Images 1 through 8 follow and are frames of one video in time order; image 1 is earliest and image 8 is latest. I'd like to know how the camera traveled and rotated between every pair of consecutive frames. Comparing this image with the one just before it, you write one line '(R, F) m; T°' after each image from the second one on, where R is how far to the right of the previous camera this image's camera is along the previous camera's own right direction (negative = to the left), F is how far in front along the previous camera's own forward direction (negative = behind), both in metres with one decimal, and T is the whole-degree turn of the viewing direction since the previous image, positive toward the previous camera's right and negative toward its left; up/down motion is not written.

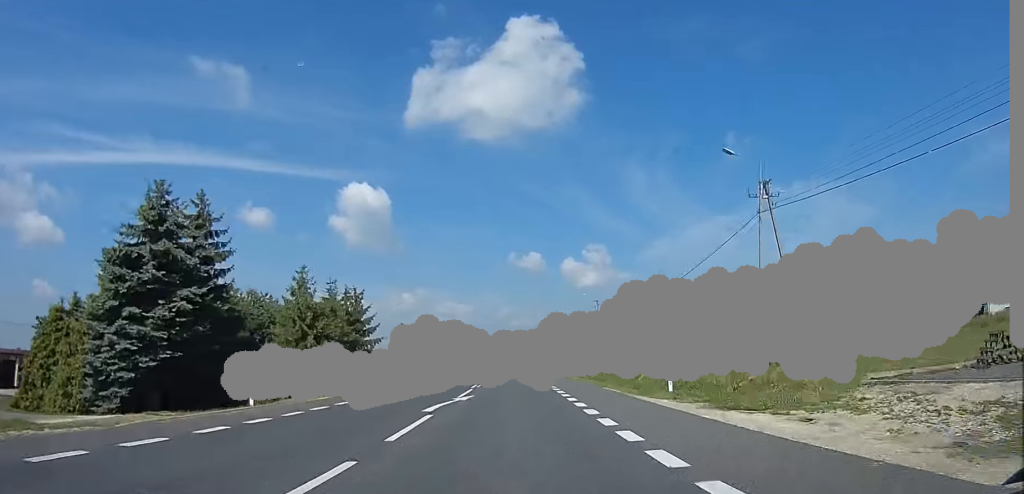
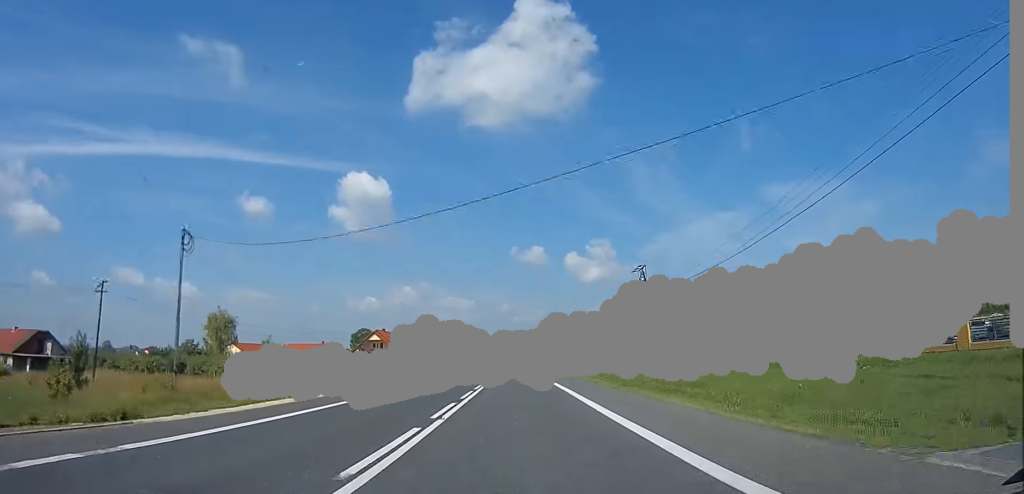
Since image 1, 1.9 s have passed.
(-0.9, +63.8) m; -1°
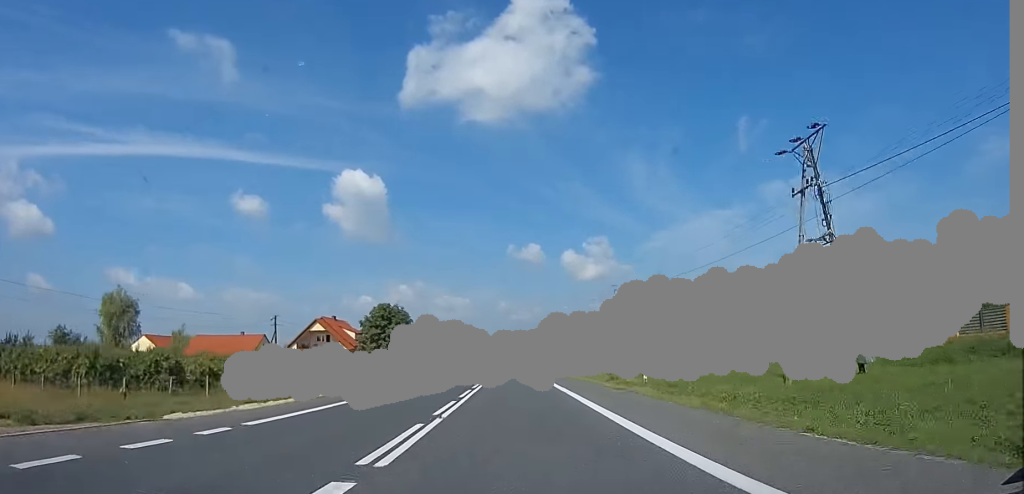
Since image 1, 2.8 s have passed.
(-0.3, +30.1) m; +1°
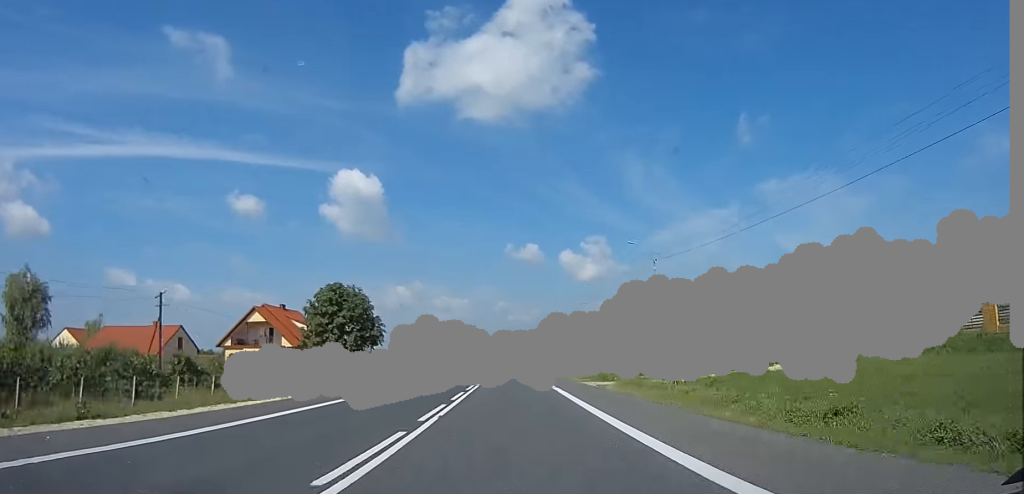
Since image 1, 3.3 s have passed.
(+0.7, +18.9) m; +1°
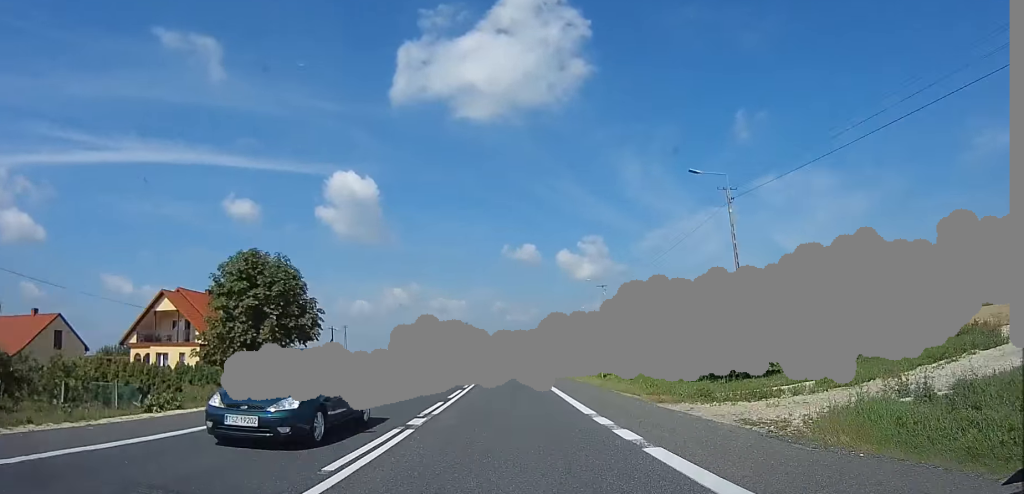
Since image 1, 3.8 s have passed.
(+0.2, +16.7) m; +1°
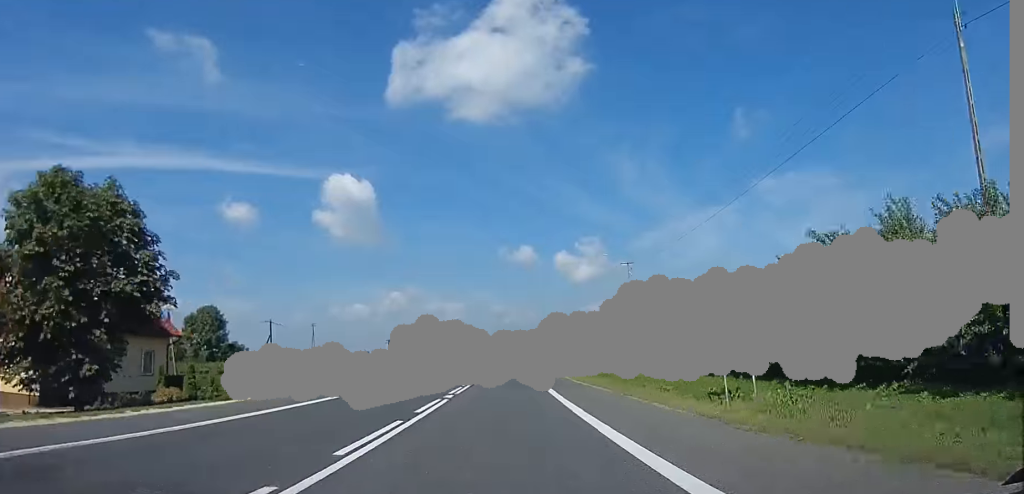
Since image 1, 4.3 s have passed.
(0.0, +16.7) m; 0°
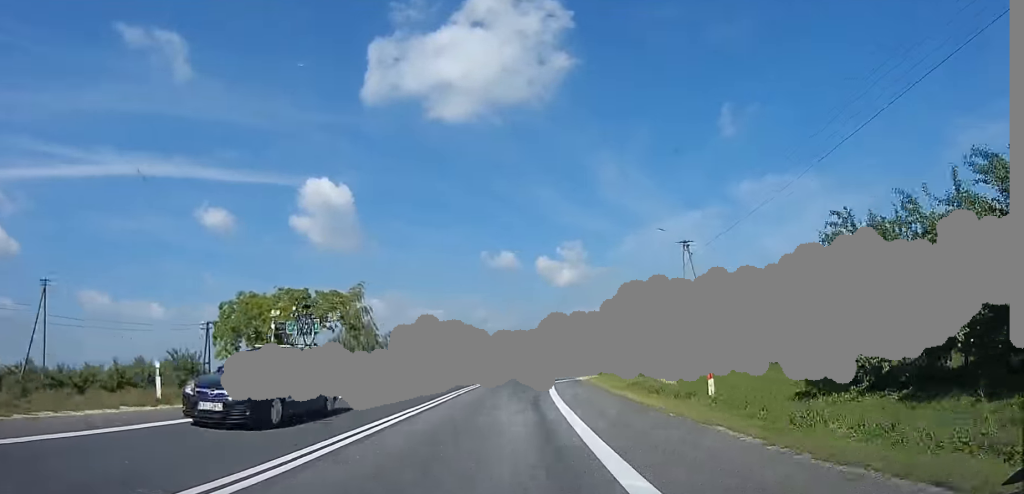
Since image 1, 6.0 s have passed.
(+0.3, +55.3) m; +2°
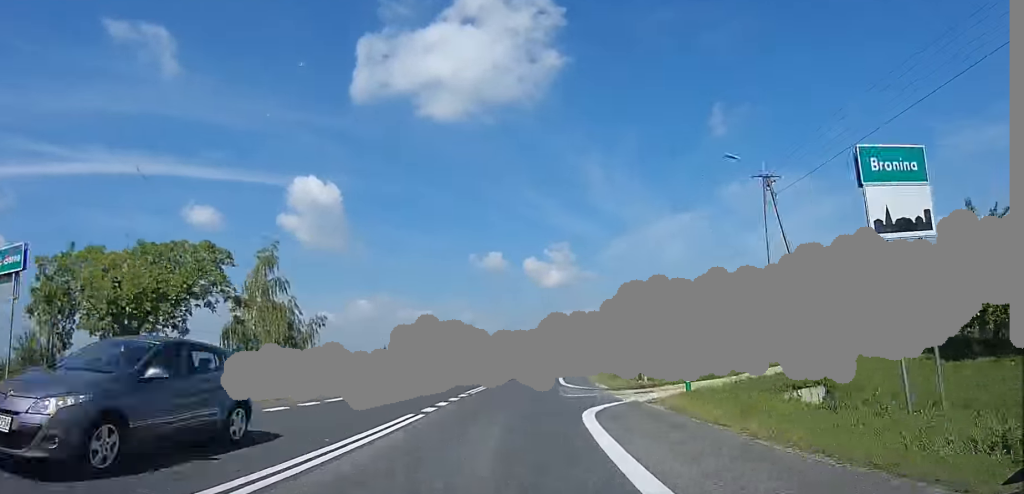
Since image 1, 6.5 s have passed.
(-0.3, +16.5) m; +1°
